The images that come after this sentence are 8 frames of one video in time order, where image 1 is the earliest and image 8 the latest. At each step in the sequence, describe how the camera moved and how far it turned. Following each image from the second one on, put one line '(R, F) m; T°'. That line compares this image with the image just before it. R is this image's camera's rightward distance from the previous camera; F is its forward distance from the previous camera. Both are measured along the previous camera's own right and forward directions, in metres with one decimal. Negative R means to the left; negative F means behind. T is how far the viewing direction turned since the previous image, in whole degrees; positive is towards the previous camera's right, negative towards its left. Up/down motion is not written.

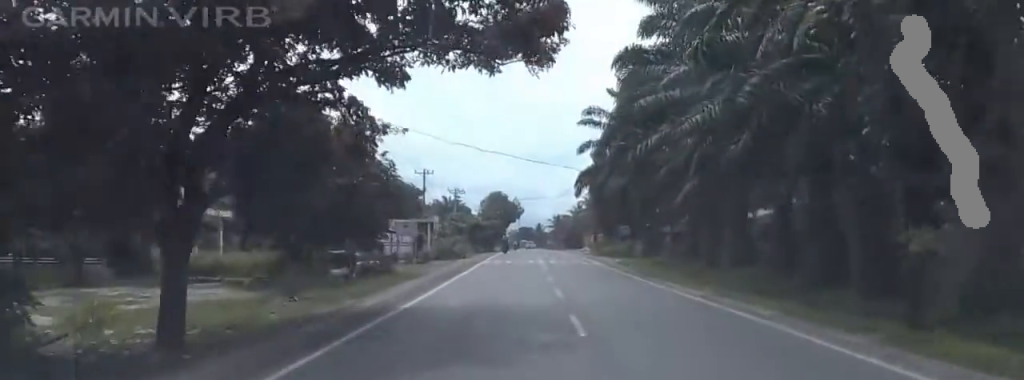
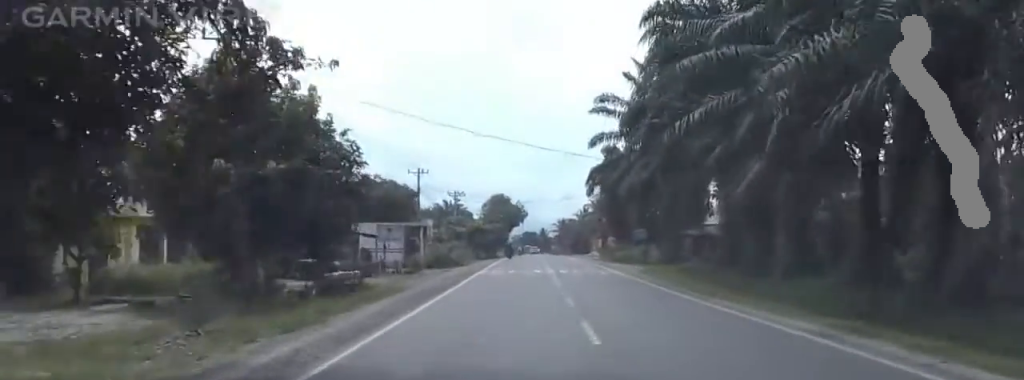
(-0.4, +8.4) m; -2°
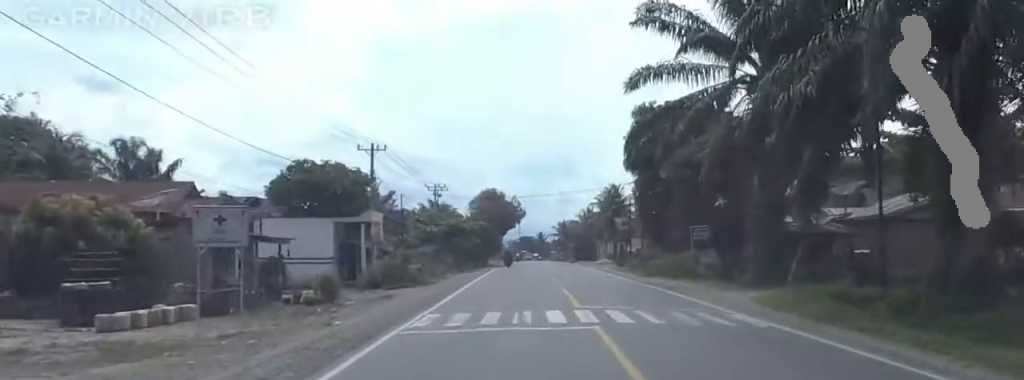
(-0.4, +24.7) m; 0°
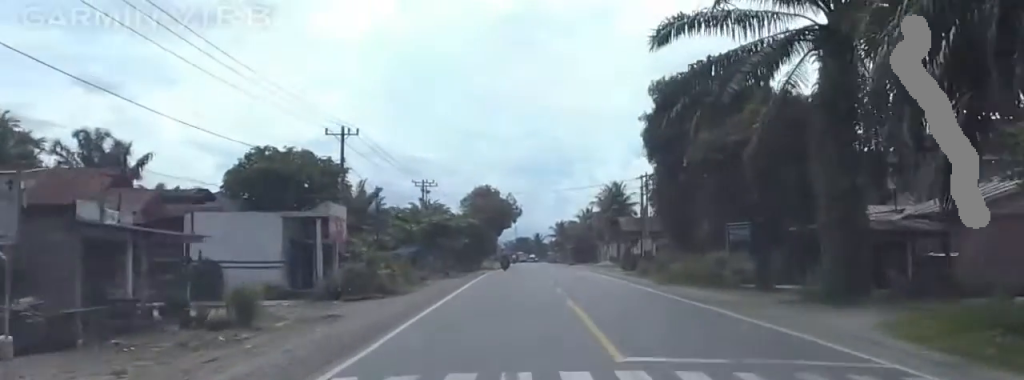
(-0.2, +9.0) m; +2°
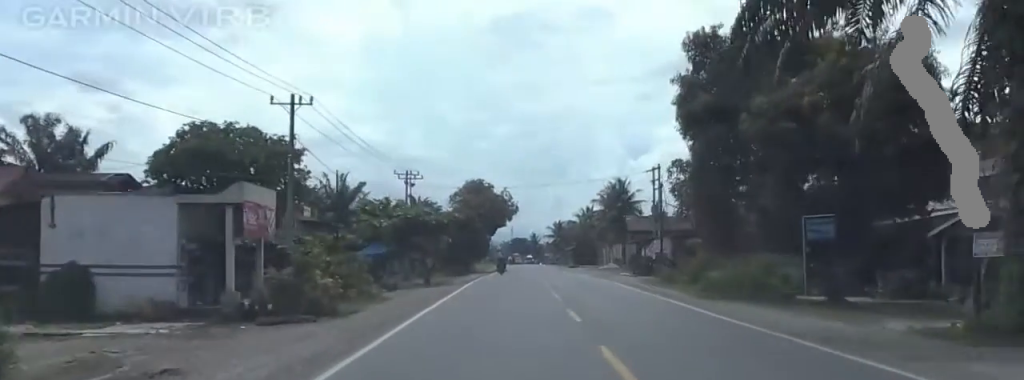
(+0.6, +10.7) m; 0°
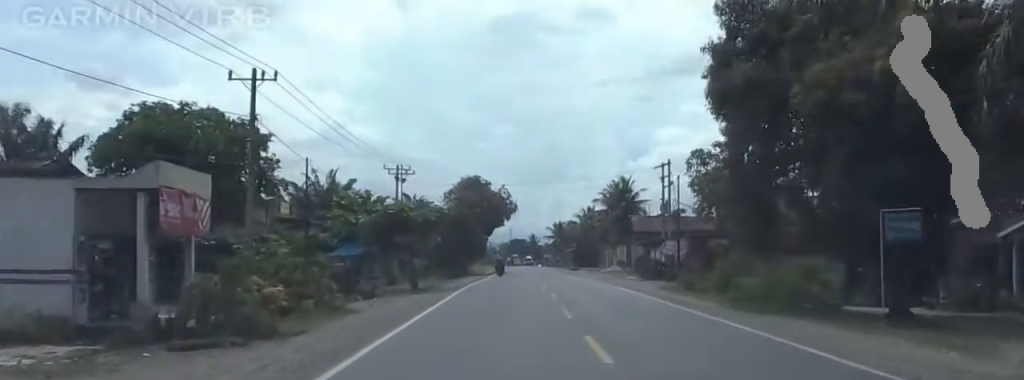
(+0.2, +6.0) m; 0°
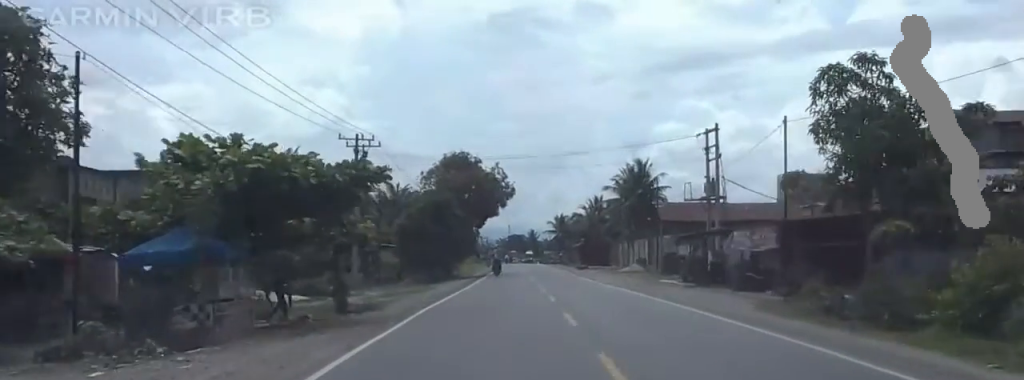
(-0.4, +19.6) m; 0°
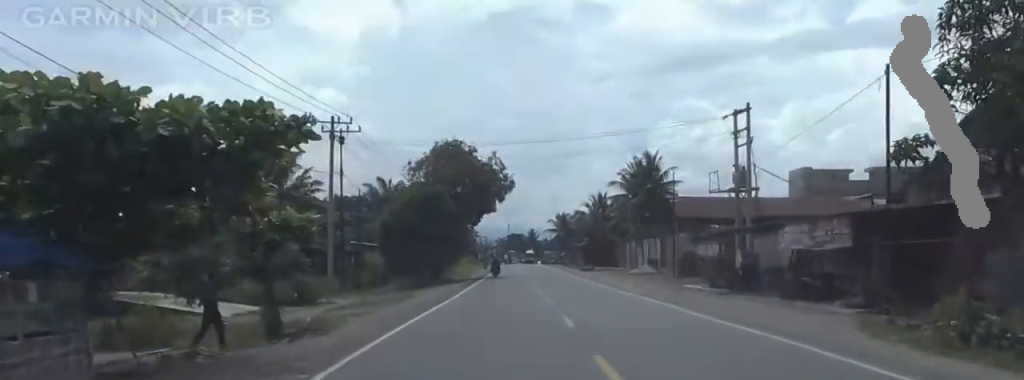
(+0.5, +8.1) m; 0°
